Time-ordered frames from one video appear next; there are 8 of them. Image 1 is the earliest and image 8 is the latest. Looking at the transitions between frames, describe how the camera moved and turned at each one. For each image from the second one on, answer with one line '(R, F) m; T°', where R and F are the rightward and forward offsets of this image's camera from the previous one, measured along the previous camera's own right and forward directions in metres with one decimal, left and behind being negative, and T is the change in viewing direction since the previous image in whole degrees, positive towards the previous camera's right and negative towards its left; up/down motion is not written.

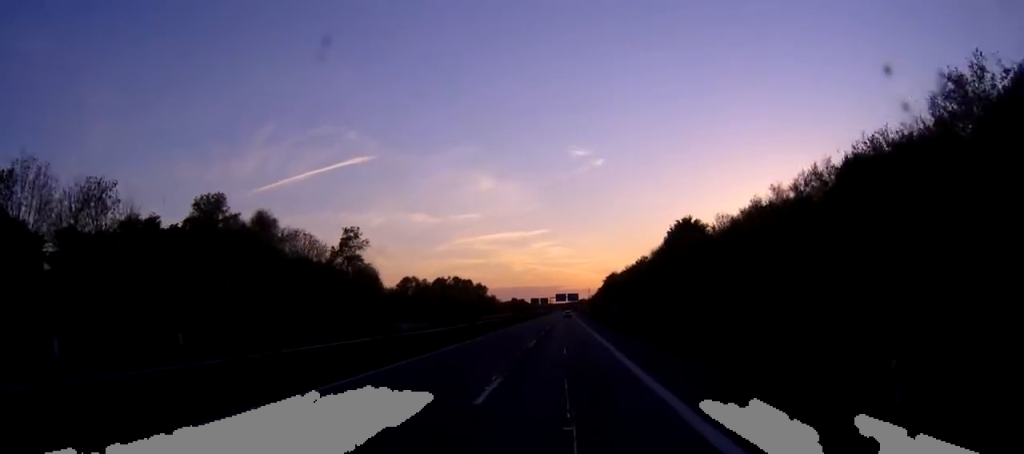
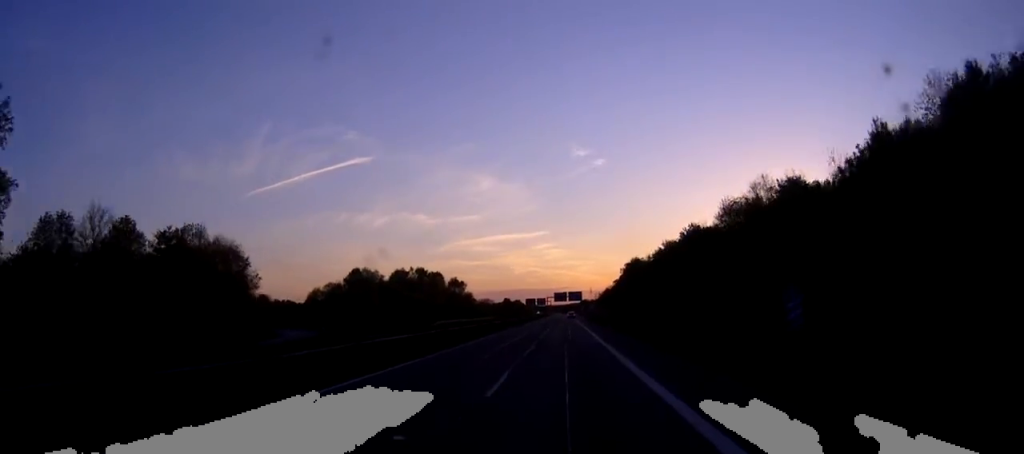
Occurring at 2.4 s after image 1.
(0.0, +69.8) m; 0°
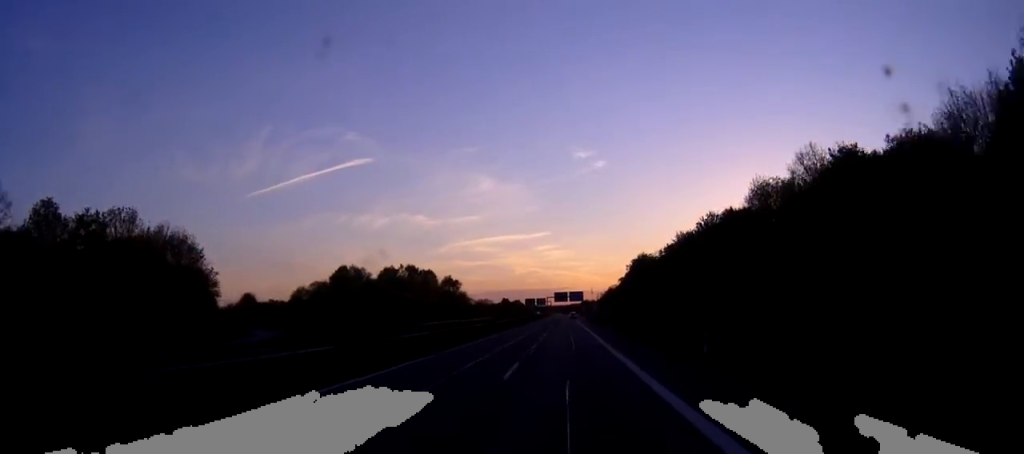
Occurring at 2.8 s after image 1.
(0.0, +13.8) m; 0°
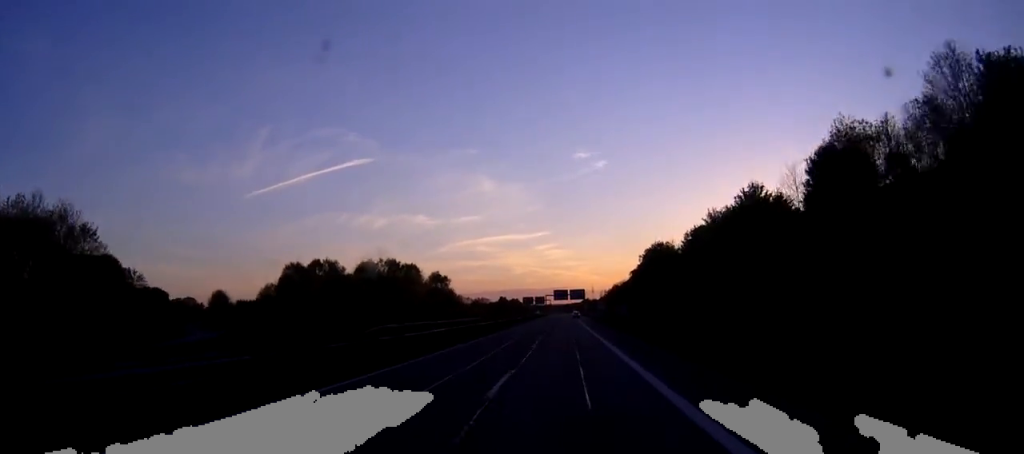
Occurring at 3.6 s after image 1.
(0.0, +22.6) m; 0°
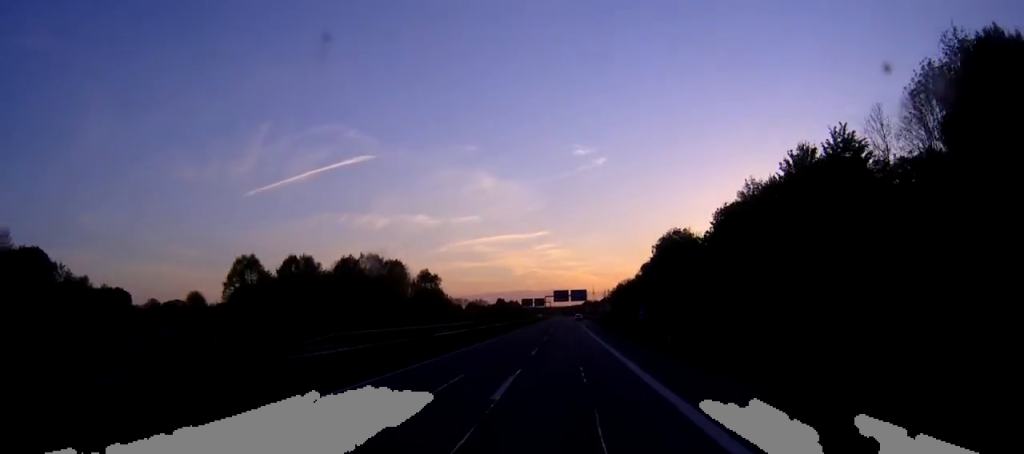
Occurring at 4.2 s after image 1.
(0.0, +16.7) m; 0°
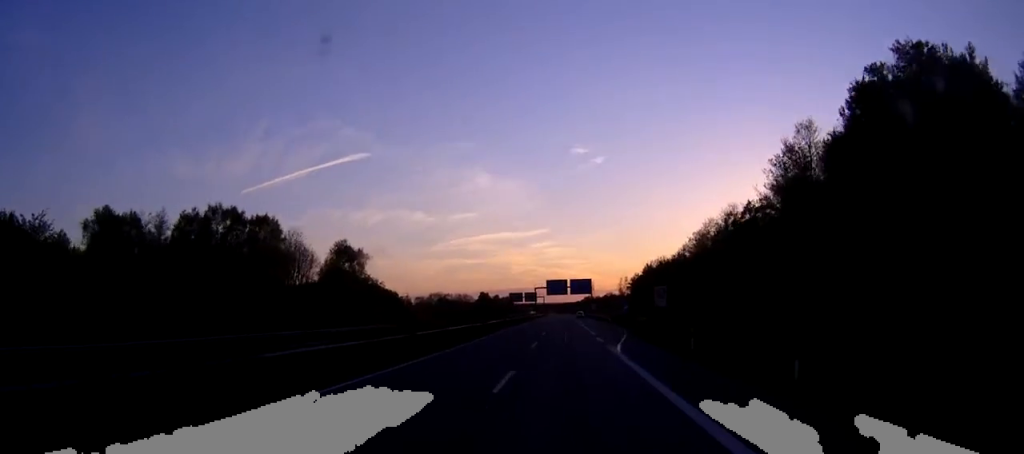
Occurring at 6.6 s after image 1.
(+0.2, +70.9) m; 0°
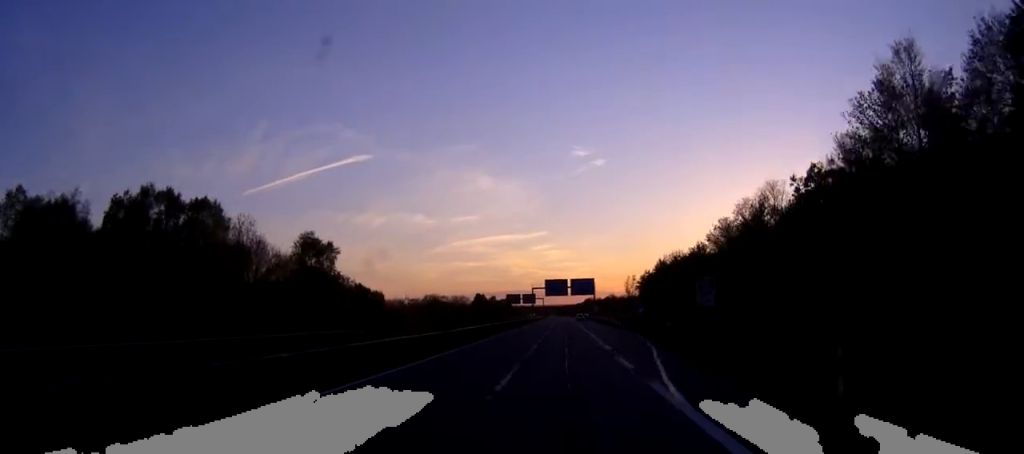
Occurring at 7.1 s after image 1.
(0.0, +16.7) m; 0°
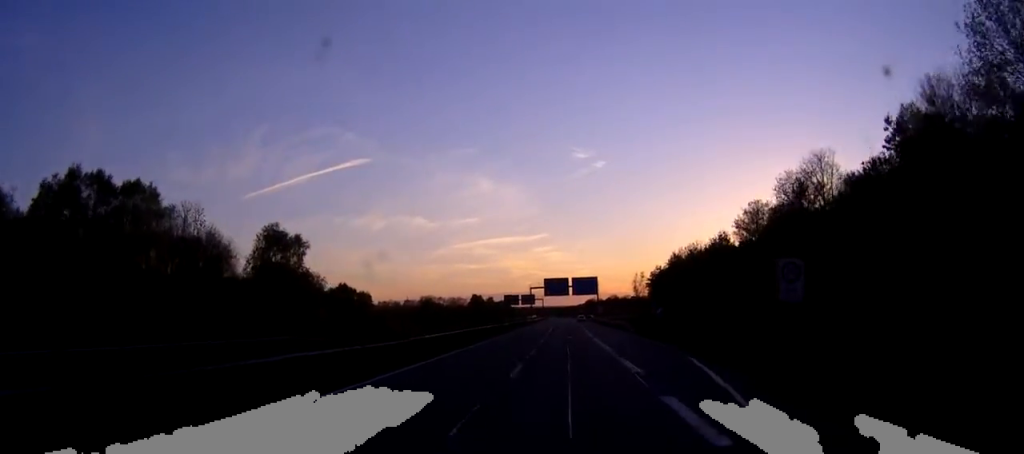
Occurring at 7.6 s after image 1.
(0.0, +13.8) m; 0°
